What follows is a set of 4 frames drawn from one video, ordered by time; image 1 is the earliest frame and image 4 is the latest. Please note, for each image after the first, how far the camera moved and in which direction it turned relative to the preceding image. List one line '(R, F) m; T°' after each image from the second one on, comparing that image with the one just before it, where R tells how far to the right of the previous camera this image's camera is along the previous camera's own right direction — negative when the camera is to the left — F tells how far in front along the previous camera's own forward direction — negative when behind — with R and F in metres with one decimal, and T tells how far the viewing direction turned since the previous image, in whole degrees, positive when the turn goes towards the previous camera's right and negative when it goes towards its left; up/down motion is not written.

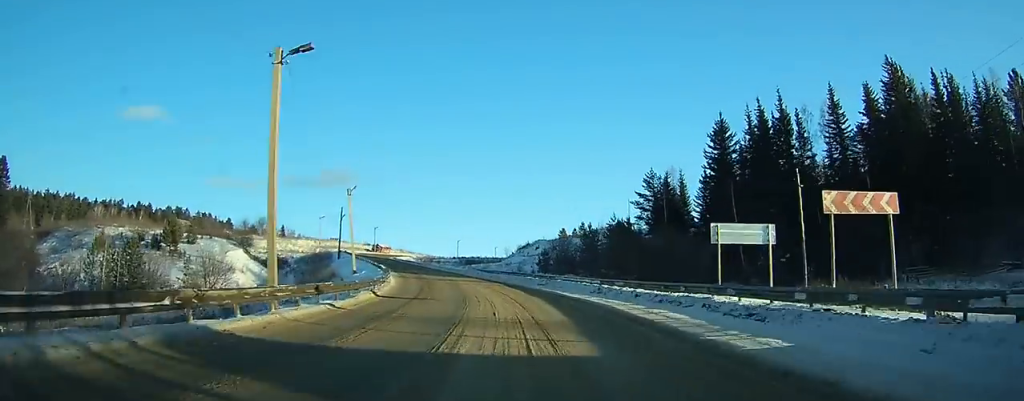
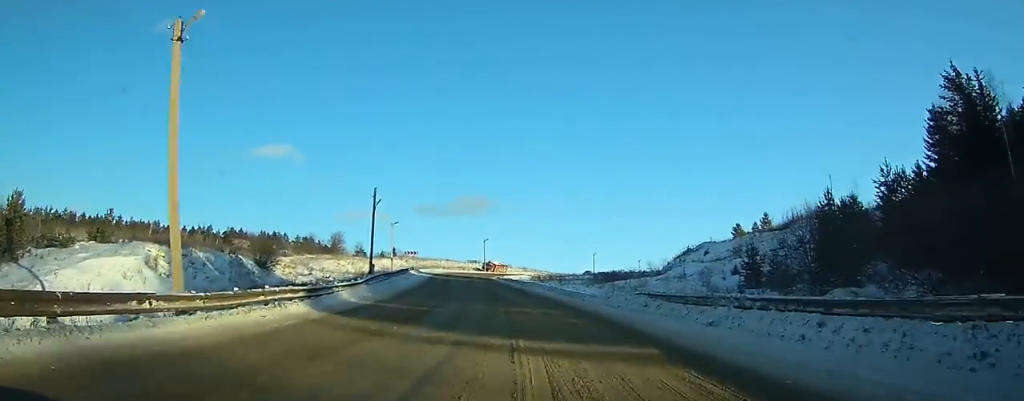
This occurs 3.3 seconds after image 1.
(-4.2, +45.3) m; -11°
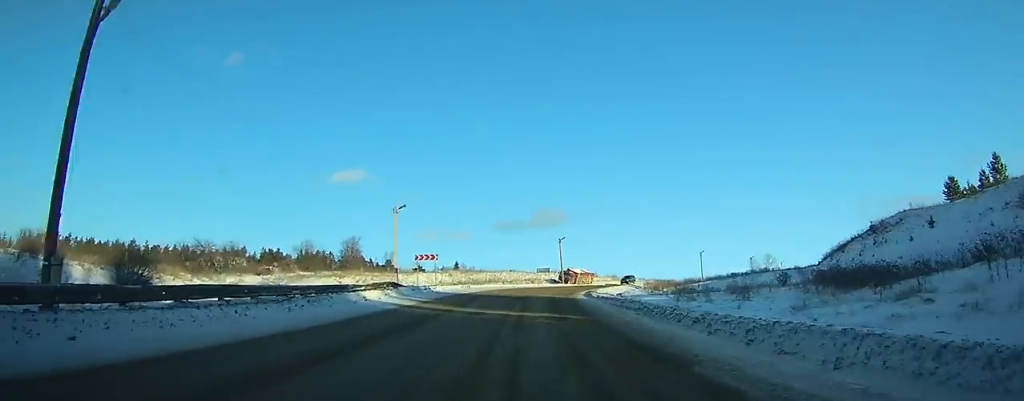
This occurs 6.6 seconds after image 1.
(-4.1, +42.6) m; -8°
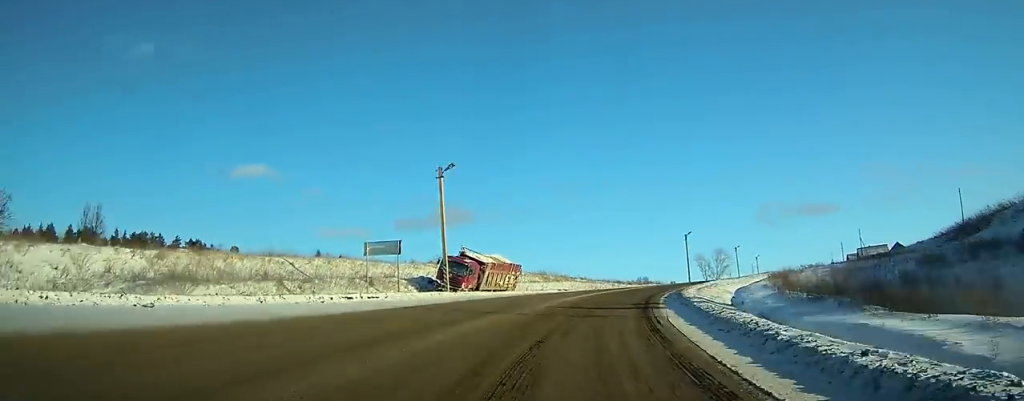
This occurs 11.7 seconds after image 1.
(+1.8, +62.9) m; +8°
